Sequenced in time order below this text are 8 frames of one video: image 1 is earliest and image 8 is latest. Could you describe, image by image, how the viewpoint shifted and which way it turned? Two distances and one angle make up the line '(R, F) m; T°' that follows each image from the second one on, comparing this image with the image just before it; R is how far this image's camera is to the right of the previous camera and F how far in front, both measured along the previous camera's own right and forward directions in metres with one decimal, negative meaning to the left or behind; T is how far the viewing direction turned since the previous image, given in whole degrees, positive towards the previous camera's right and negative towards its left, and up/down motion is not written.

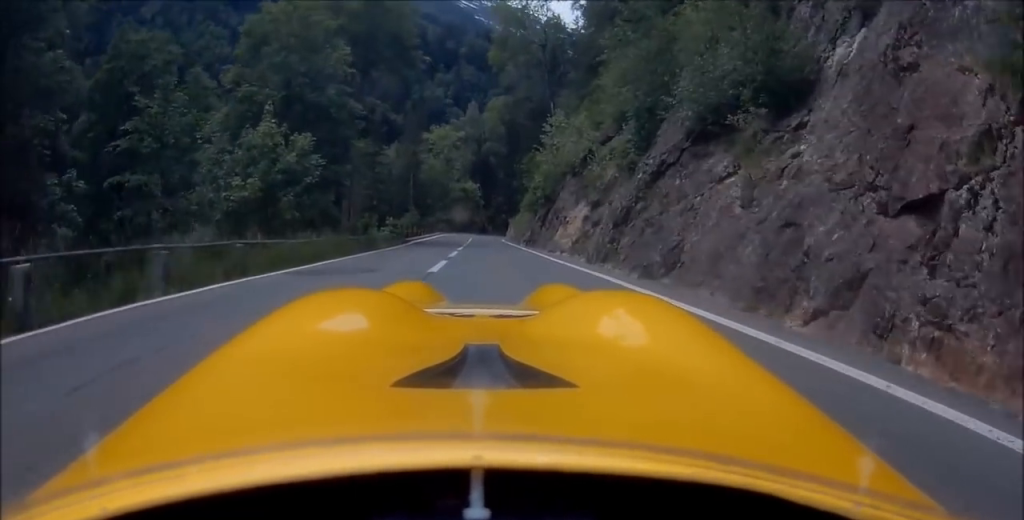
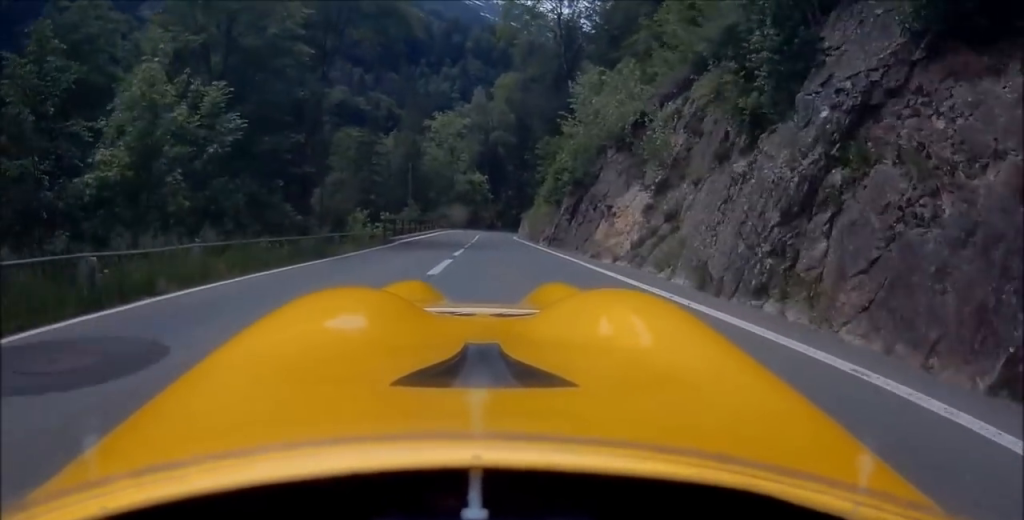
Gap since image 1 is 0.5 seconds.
(0.0, +7.9) m; 0°
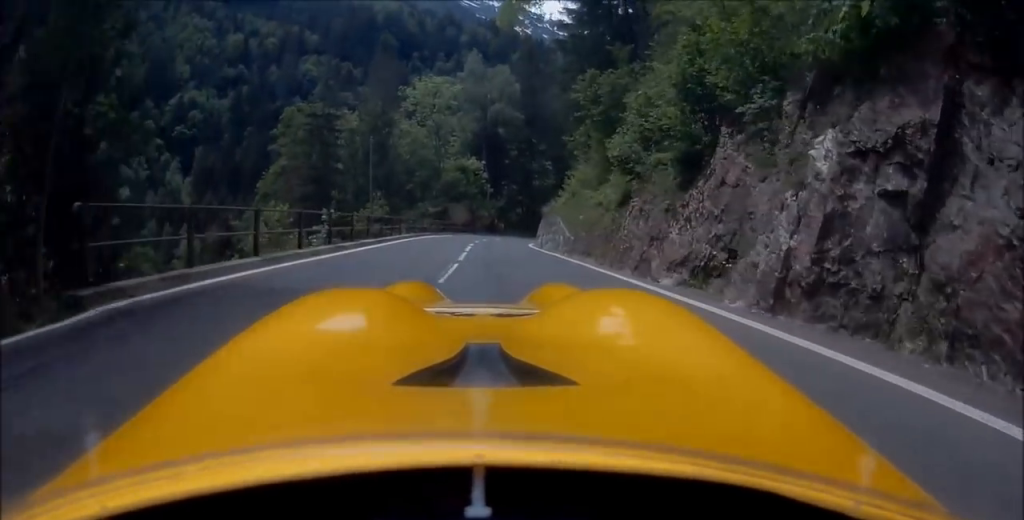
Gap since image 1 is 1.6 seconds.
(+0.1, +19.3) m; +1°
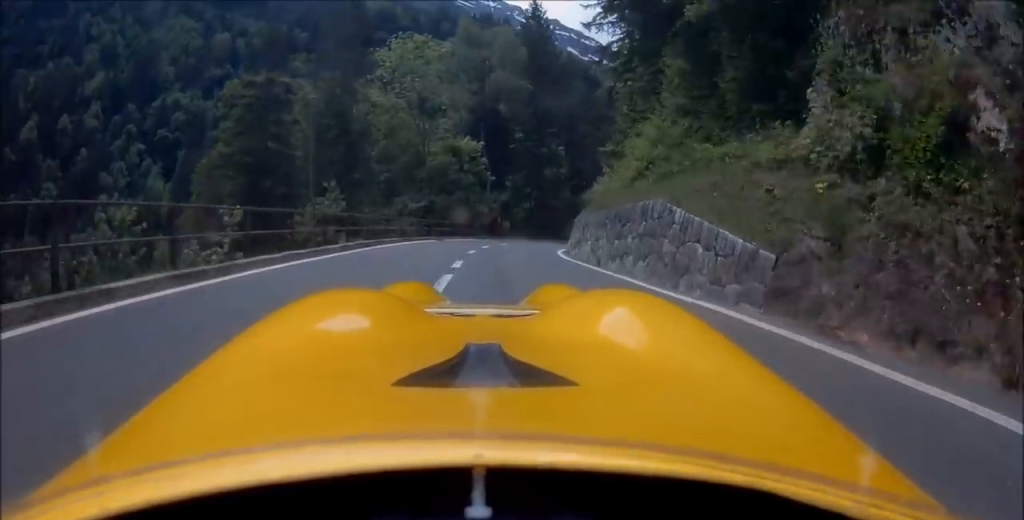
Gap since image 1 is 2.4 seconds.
(+0.2, +13.5) m; 0°
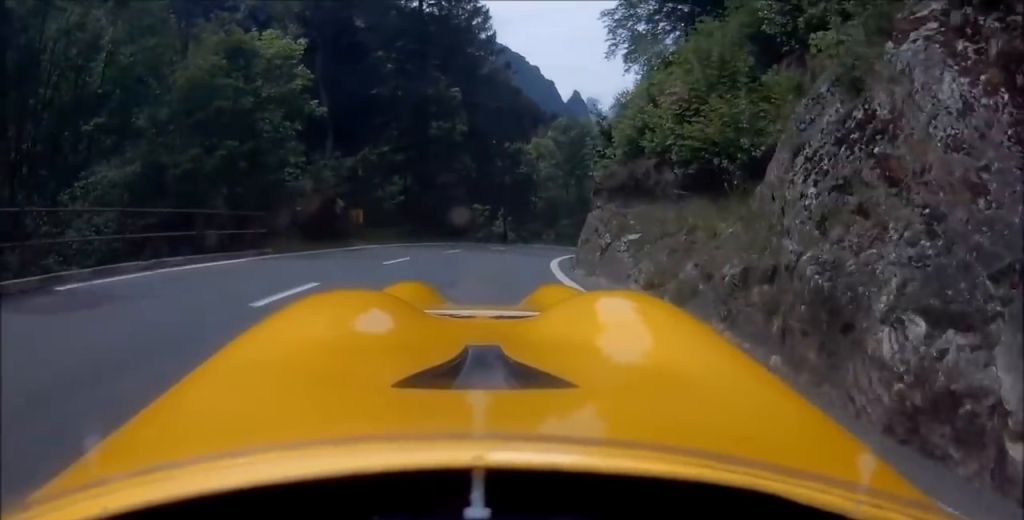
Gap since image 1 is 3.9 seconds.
(+1.4, +23.8) m; +12°
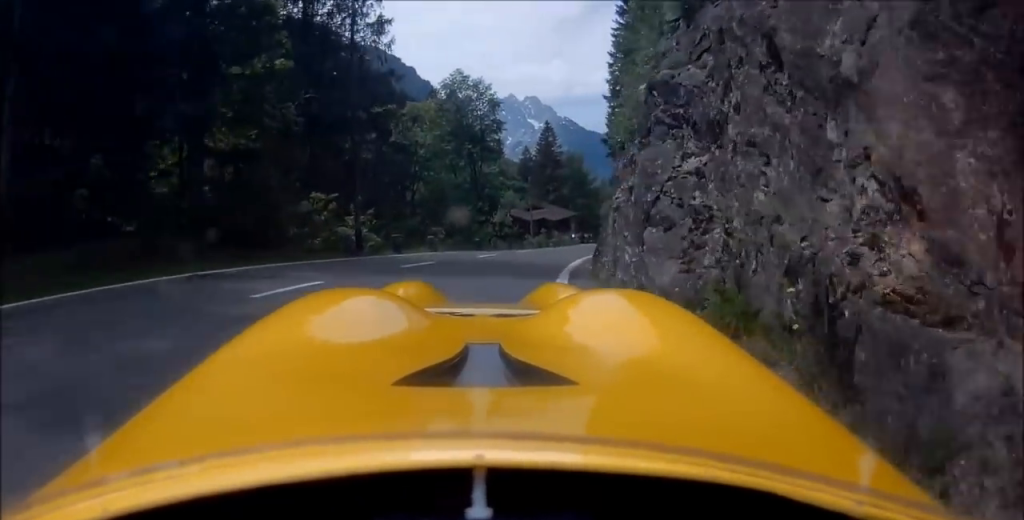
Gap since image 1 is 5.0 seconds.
(+1.9, +16.7) m; +9°
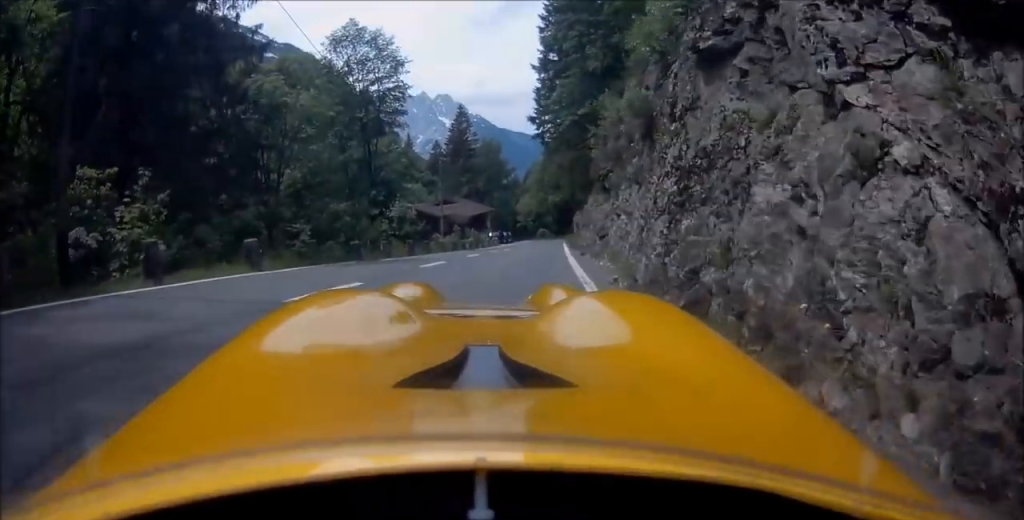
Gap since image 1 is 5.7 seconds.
(+0.3, +11.7) m; +3°
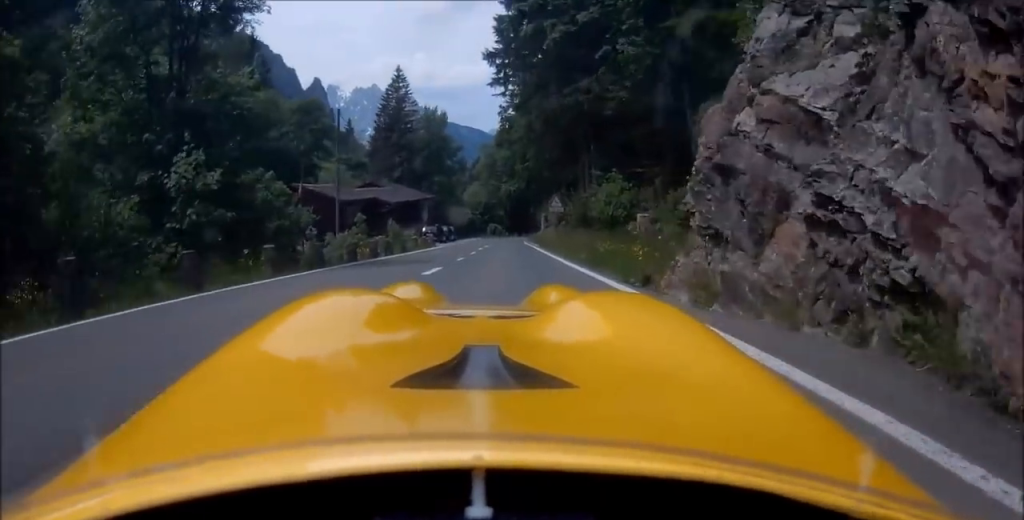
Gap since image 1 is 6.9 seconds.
(+0.5, +19.2) m; +3°
